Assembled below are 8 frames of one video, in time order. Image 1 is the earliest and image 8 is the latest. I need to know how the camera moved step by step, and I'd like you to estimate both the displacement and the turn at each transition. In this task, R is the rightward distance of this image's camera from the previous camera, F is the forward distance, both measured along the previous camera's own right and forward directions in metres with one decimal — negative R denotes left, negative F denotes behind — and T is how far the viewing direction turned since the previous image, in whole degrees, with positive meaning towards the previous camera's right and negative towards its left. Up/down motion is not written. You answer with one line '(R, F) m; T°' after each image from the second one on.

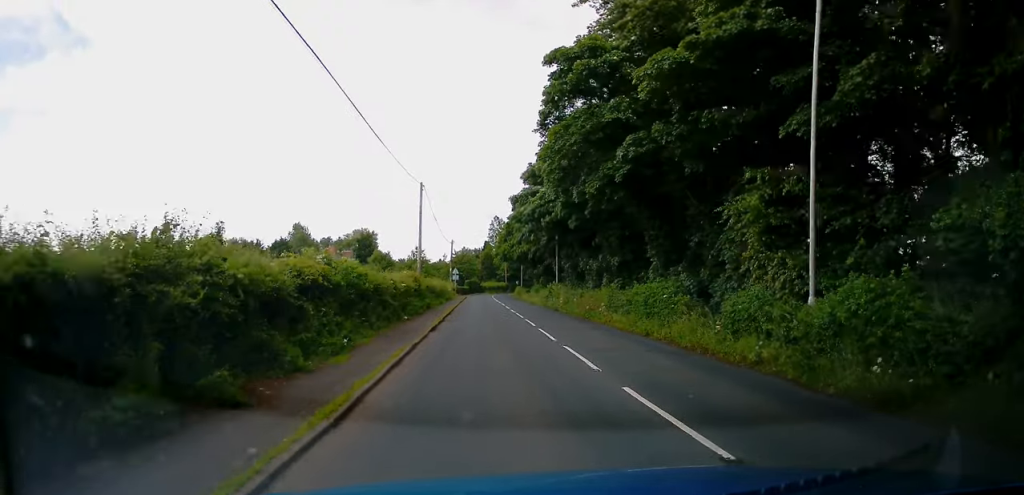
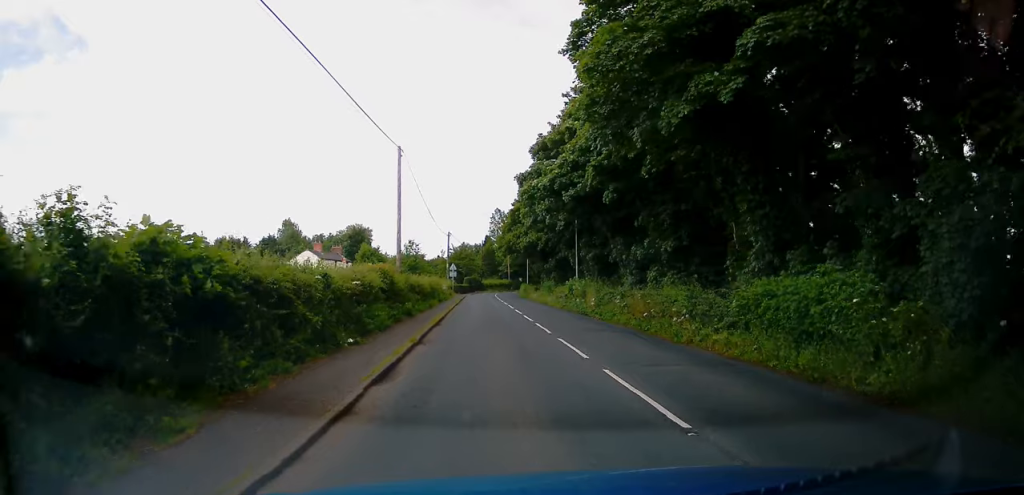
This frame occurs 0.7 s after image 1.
(-0.1, +10.2) m; -1°
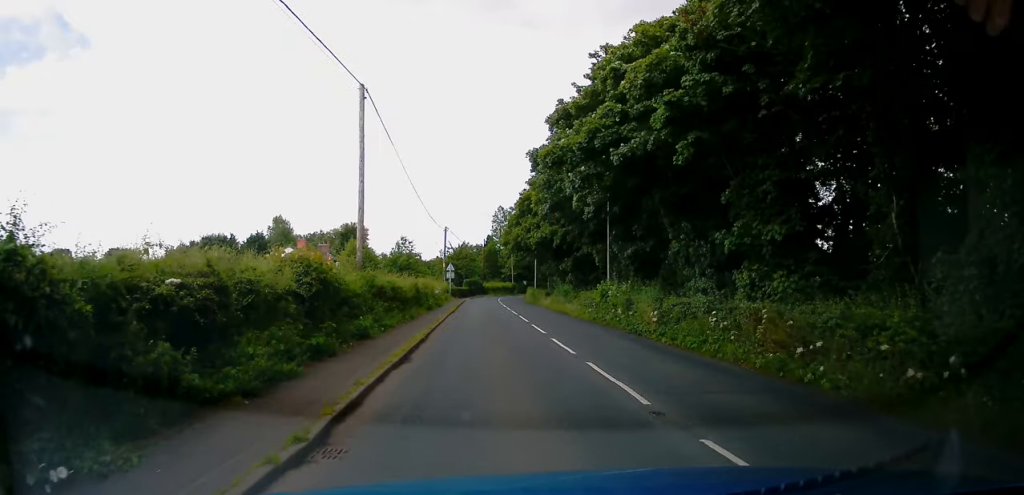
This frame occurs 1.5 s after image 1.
(0.0, +10.0) m; 0°
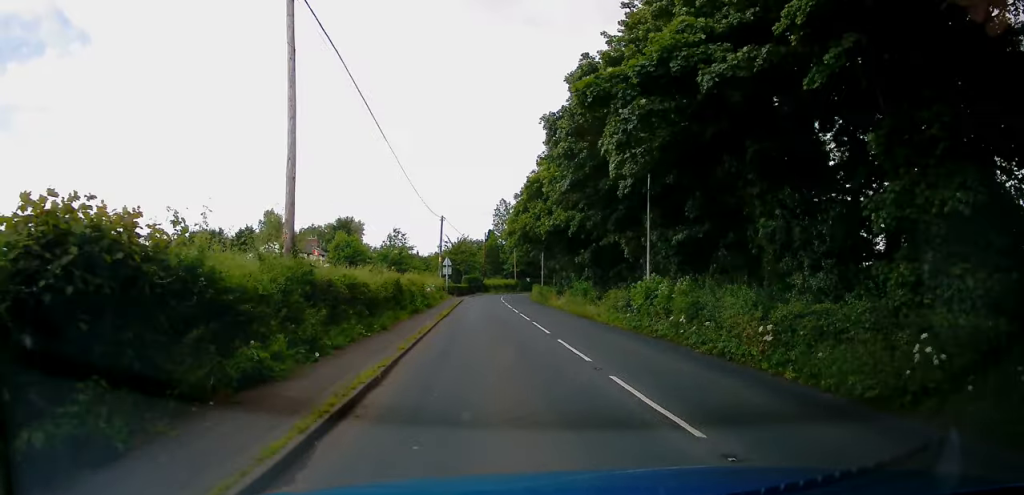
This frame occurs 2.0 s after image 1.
(0.0, +7.5) m; 0°
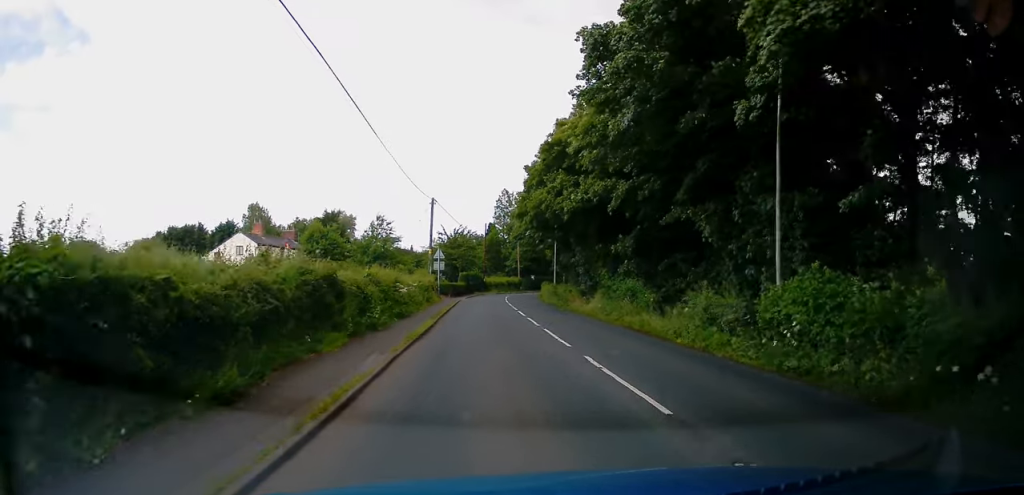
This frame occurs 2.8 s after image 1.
(0.0, +11.1) m; 0°
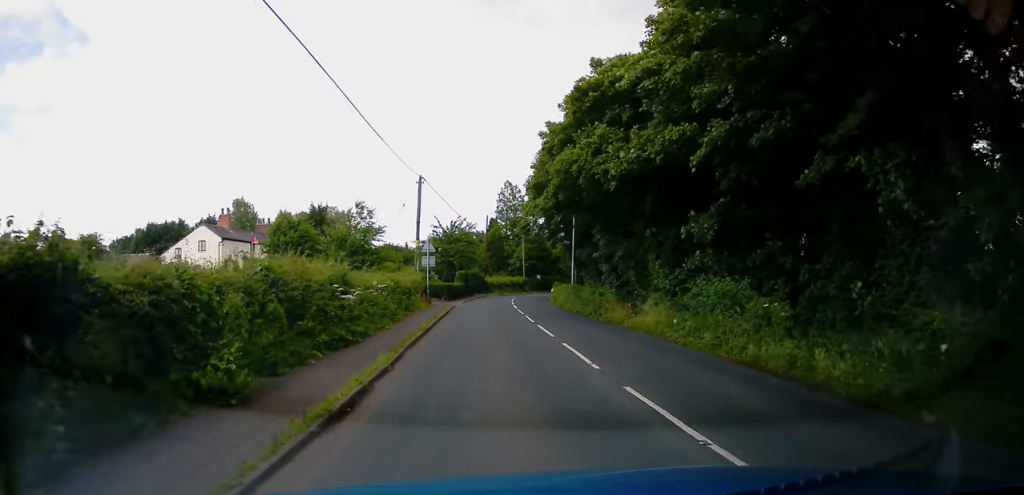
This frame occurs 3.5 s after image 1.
(0.0, +10.1) m; 0°
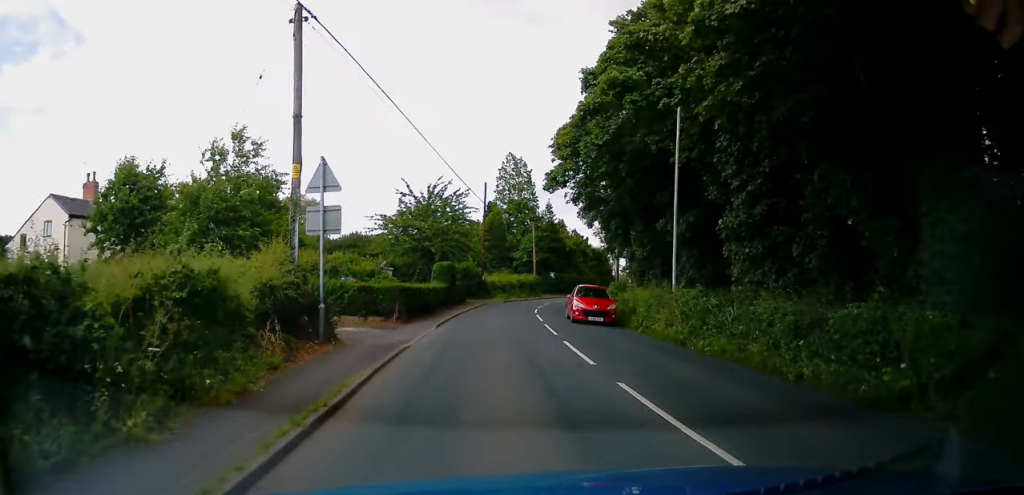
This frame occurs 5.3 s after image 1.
(0.0, +24.1) m; +2°
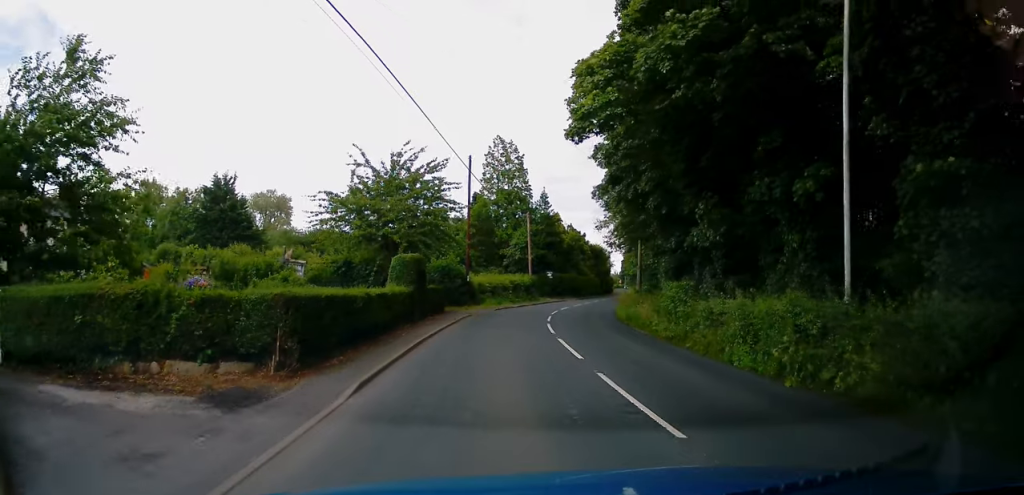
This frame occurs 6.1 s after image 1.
(+0.4, +10.9) m; +2°
